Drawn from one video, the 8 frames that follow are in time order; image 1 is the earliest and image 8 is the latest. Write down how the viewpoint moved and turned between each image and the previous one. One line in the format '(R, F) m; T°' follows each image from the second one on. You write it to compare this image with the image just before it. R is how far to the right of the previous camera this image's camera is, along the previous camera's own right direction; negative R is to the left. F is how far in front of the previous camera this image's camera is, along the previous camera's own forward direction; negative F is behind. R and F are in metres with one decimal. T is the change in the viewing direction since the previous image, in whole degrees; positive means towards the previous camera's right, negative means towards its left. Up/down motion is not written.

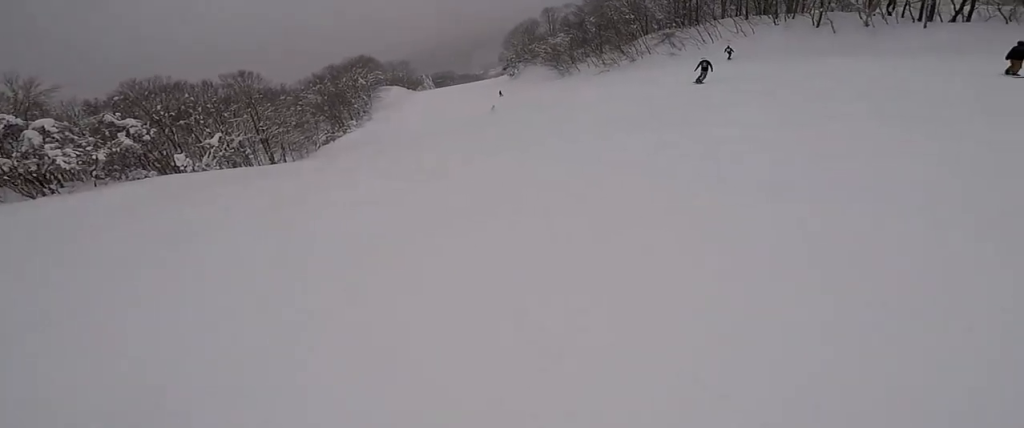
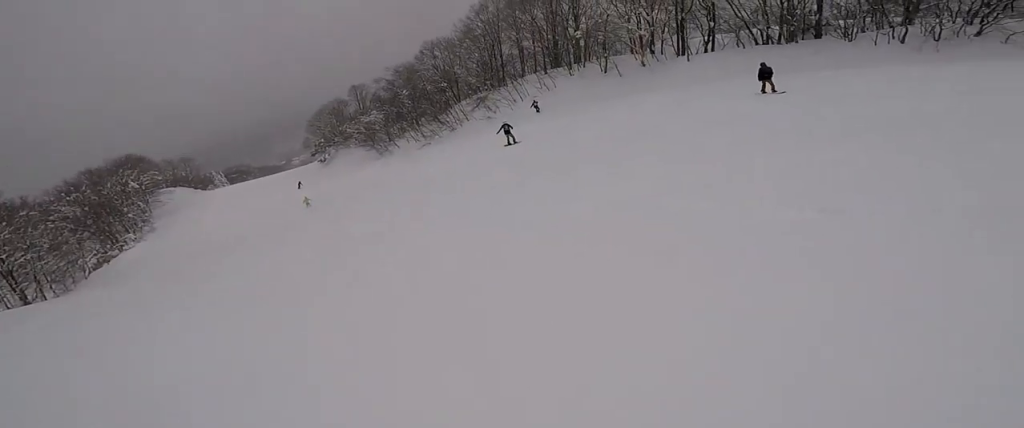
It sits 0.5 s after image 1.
(+0.1, +2.5) m; +13°
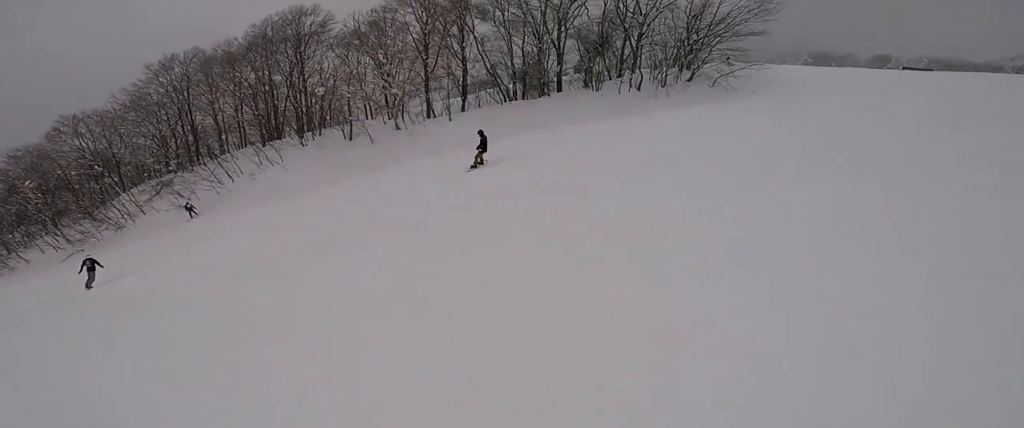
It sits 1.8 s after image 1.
(+2.0, +5.9) m; +32°
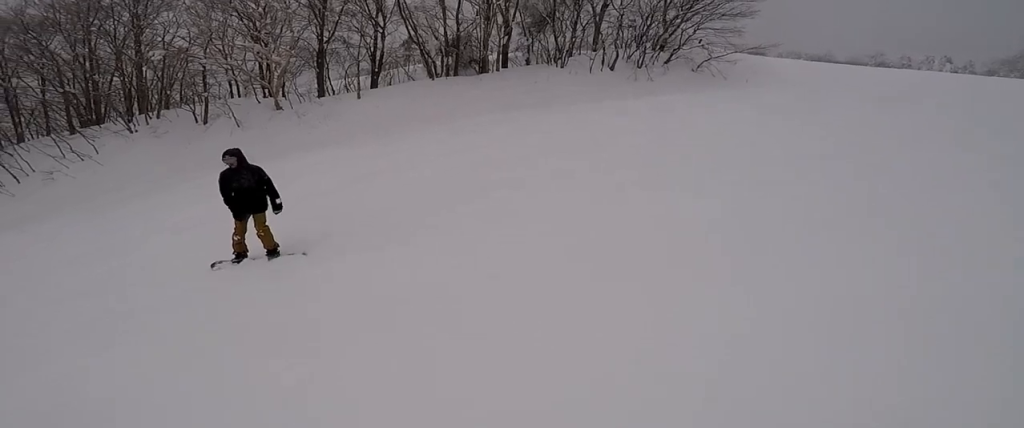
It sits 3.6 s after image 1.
(+1.4, +7.7) m; +12°
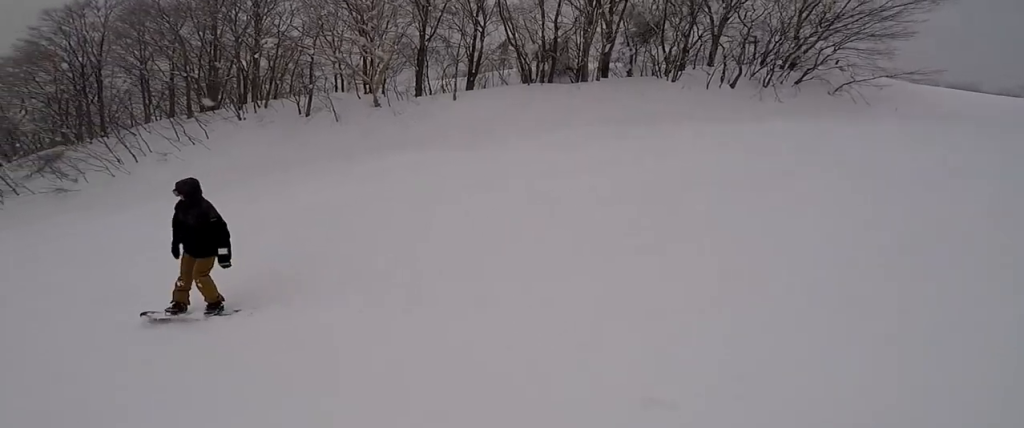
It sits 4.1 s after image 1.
(0.0, +1.9) m; -7°
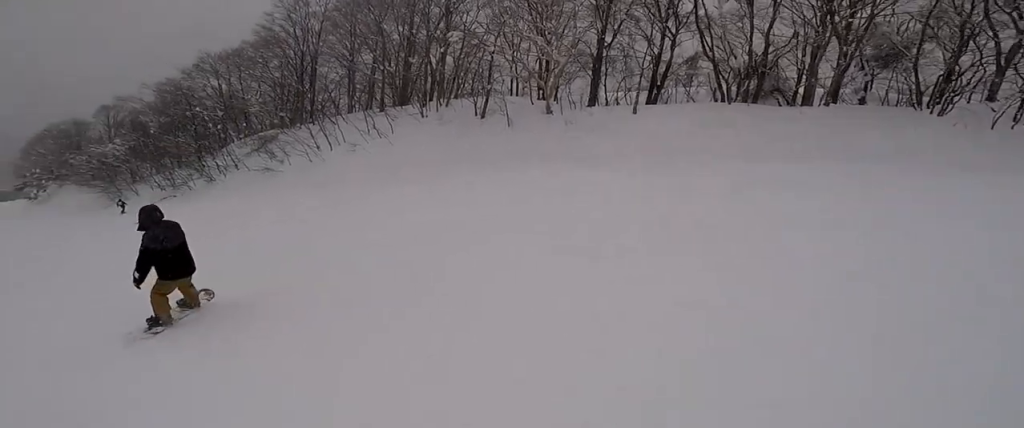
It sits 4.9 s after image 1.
(0.0, +2.6) m; -10°
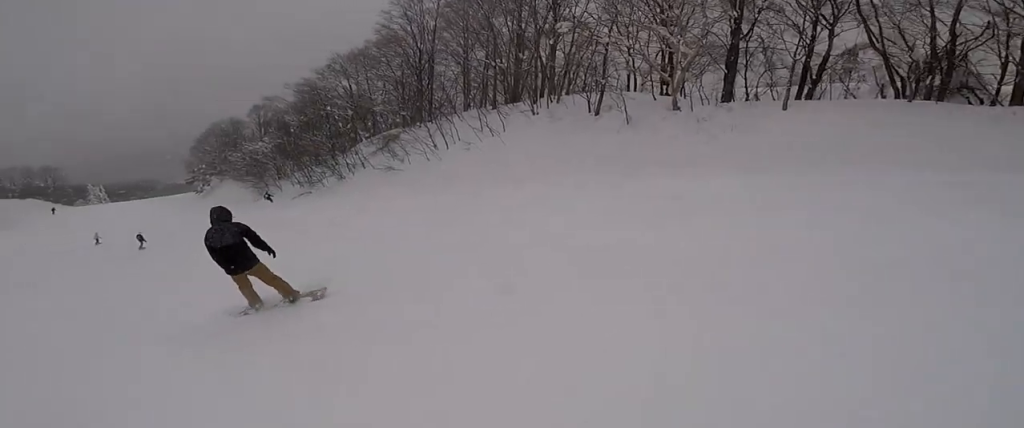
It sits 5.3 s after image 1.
(-0.4, +1.3) m; -3°
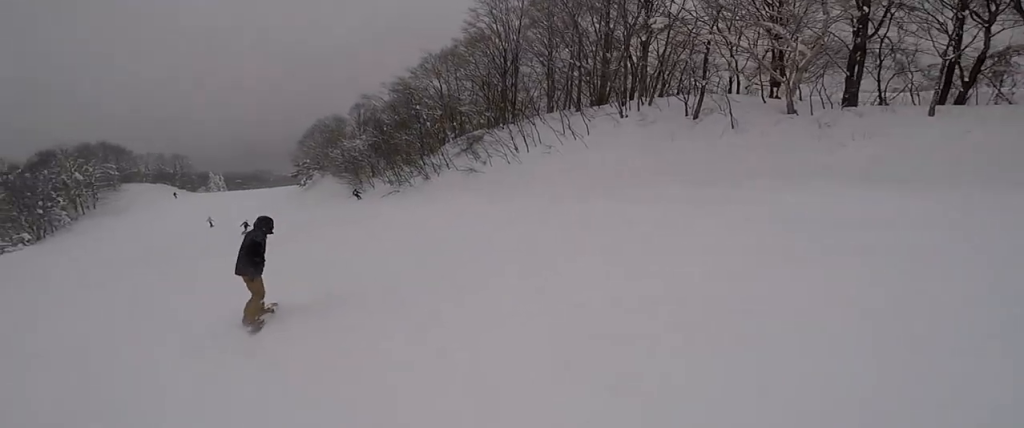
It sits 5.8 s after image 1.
(-0.3, +1.6) m; -5°
